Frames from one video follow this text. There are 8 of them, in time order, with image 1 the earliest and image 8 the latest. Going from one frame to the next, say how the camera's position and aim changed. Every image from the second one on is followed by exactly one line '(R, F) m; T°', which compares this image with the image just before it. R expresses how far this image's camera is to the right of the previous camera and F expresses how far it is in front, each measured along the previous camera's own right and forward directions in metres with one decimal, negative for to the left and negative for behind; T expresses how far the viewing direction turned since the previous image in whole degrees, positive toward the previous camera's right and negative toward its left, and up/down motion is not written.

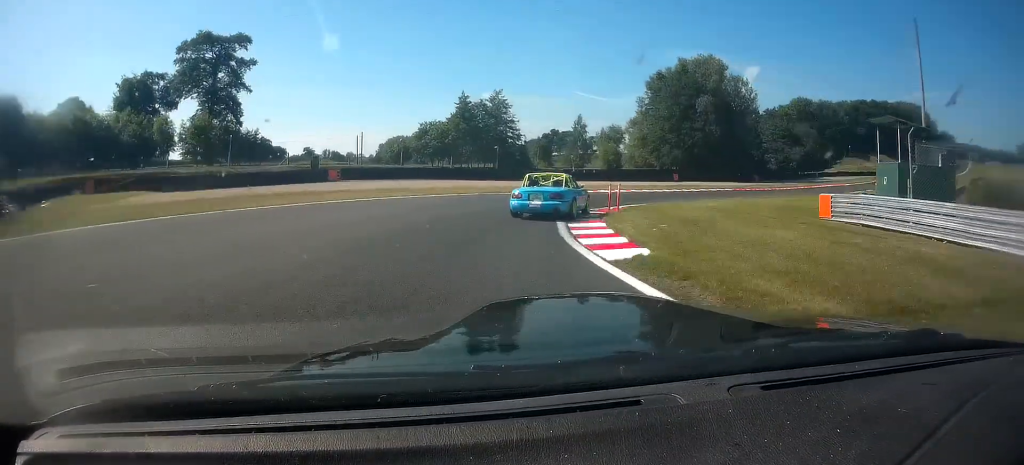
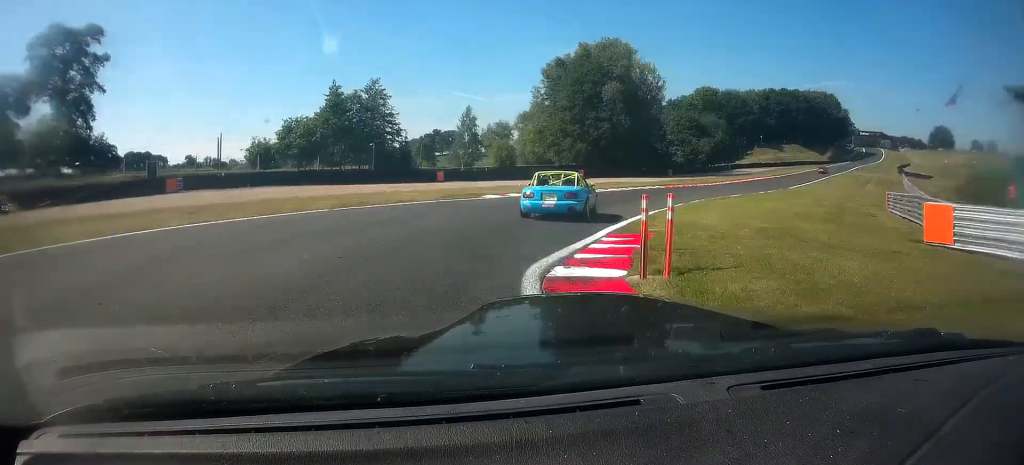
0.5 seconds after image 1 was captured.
(+0.9, +9.5) m; +3°
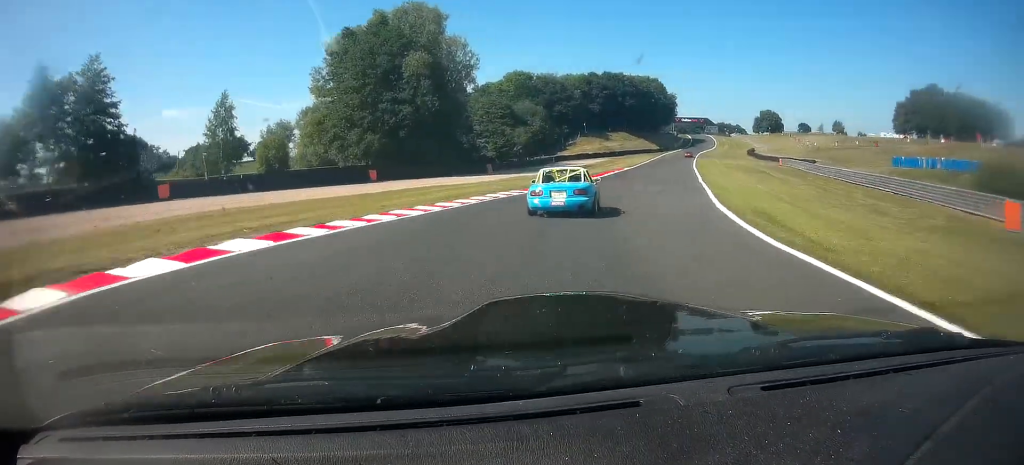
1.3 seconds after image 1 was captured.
(+1.0, +17.9) m; +4°
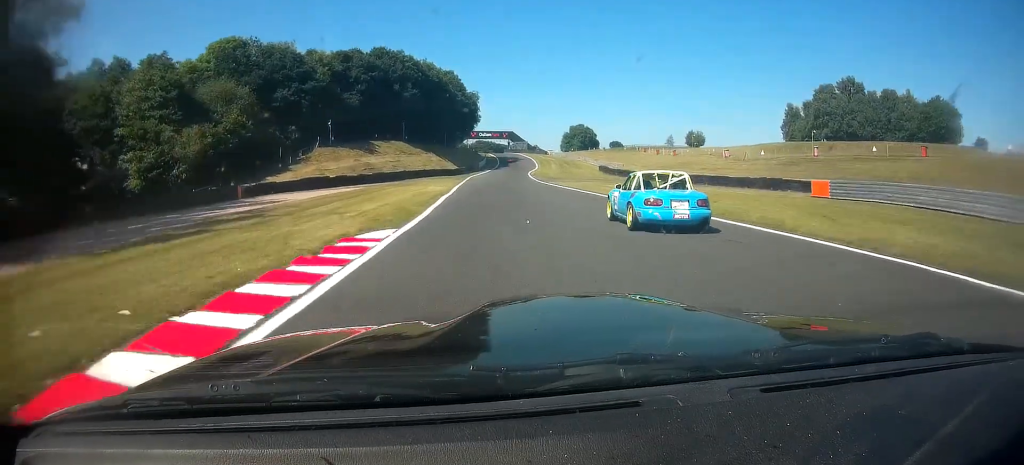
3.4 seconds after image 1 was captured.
(+2.9, +43.2) m; +18°
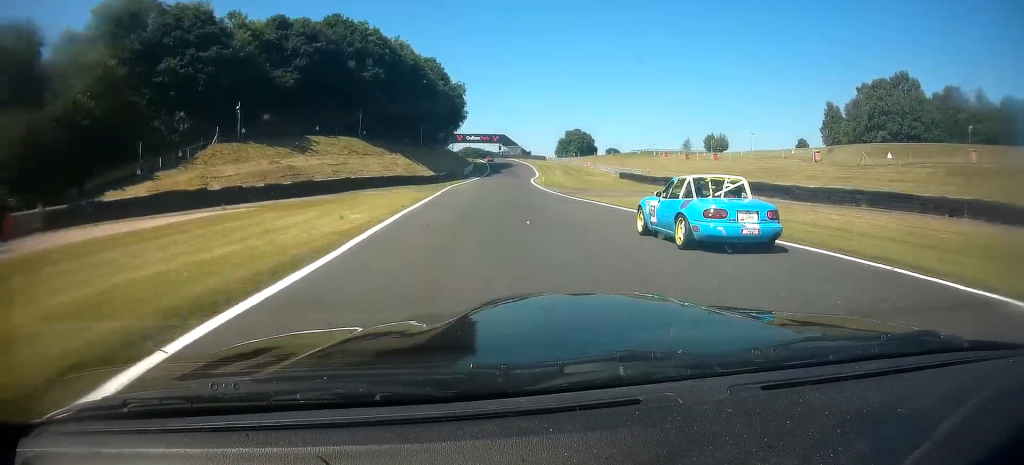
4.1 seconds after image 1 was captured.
(+1.1, +16.3) m; +18°
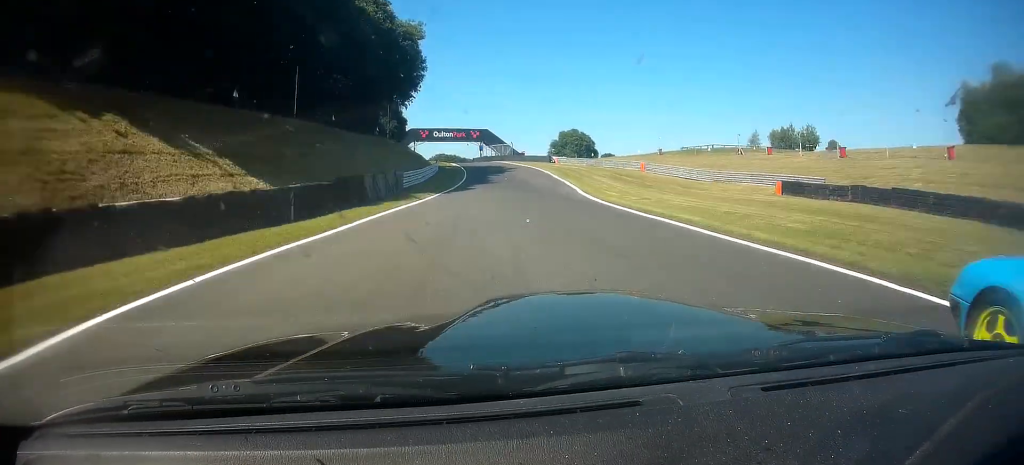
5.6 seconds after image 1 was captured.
(+8.1, +34.6) m; +8°
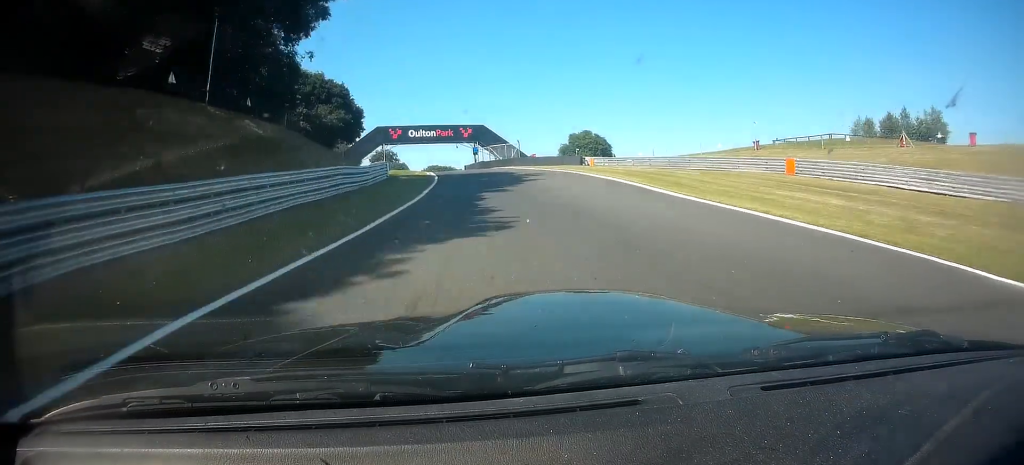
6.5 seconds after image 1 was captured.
(-1.6, +22.6) m; -7°
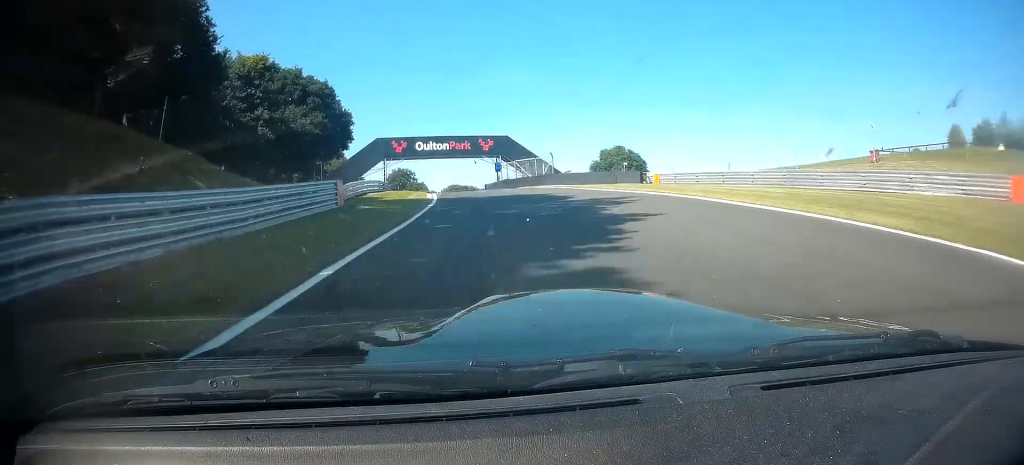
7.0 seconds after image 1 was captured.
(-0.4, +10.6) m; -3°
